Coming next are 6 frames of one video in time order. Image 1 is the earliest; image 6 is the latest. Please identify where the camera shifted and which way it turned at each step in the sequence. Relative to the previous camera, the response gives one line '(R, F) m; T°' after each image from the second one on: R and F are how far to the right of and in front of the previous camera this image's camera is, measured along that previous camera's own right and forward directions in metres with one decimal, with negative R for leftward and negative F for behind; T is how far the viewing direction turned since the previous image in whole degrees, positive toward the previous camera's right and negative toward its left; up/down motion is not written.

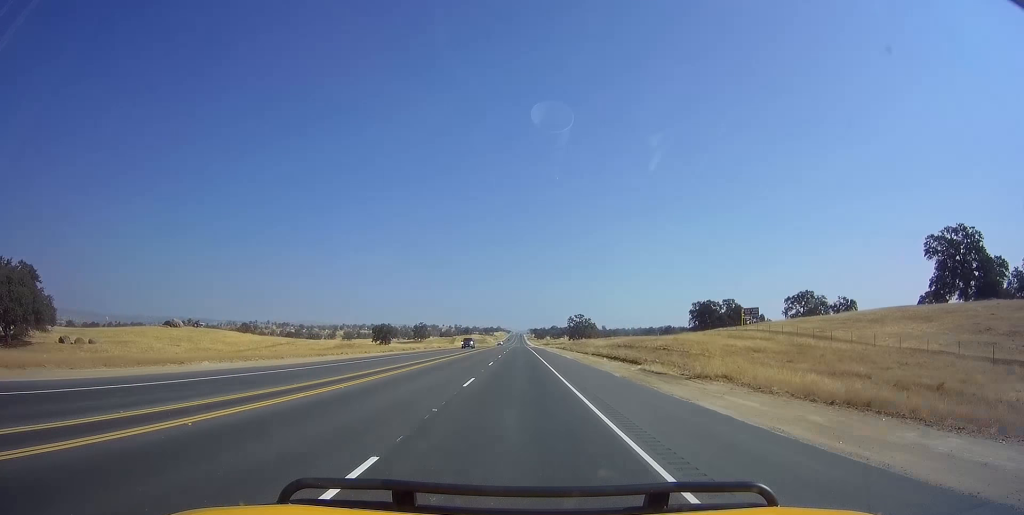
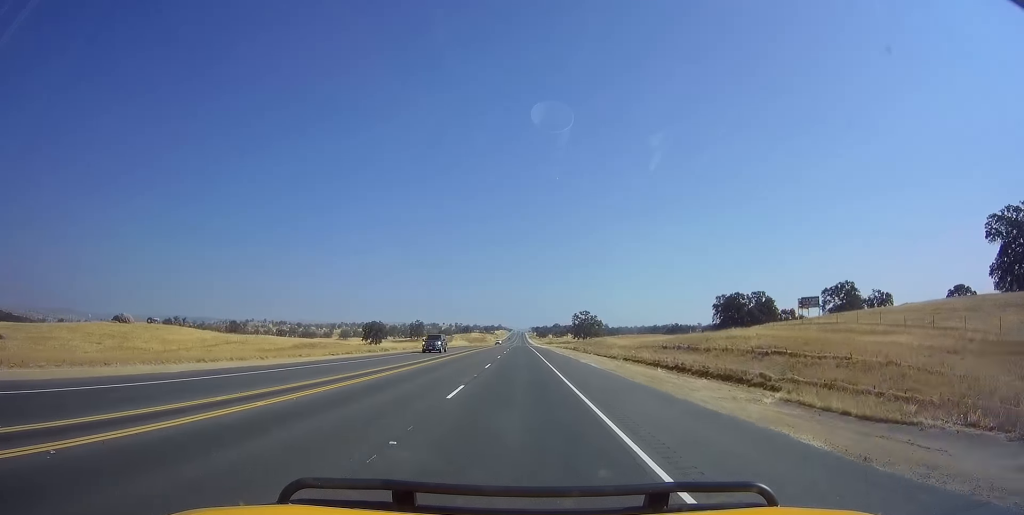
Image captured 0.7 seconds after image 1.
(-0.1, +18.4) m; 0°
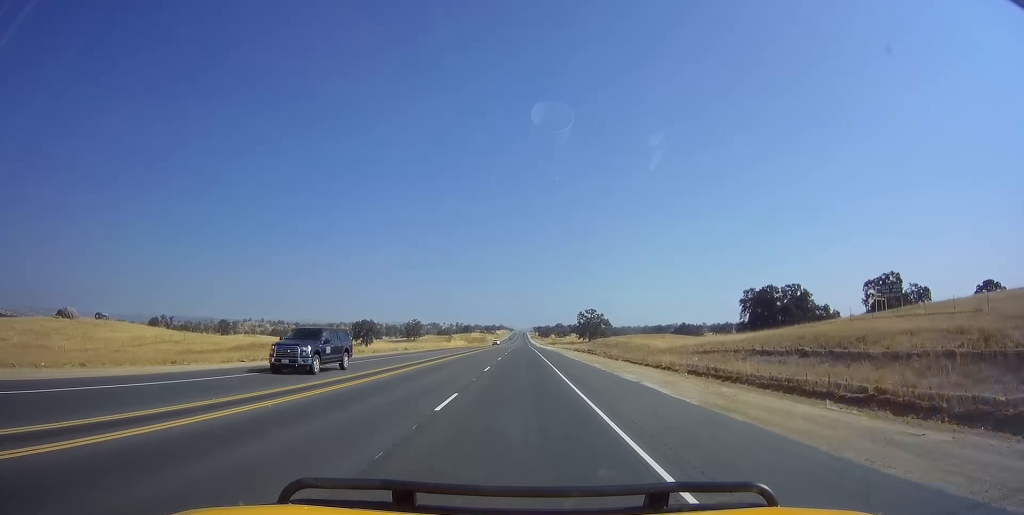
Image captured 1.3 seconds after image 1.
(0.0, +16.7) m; 0°
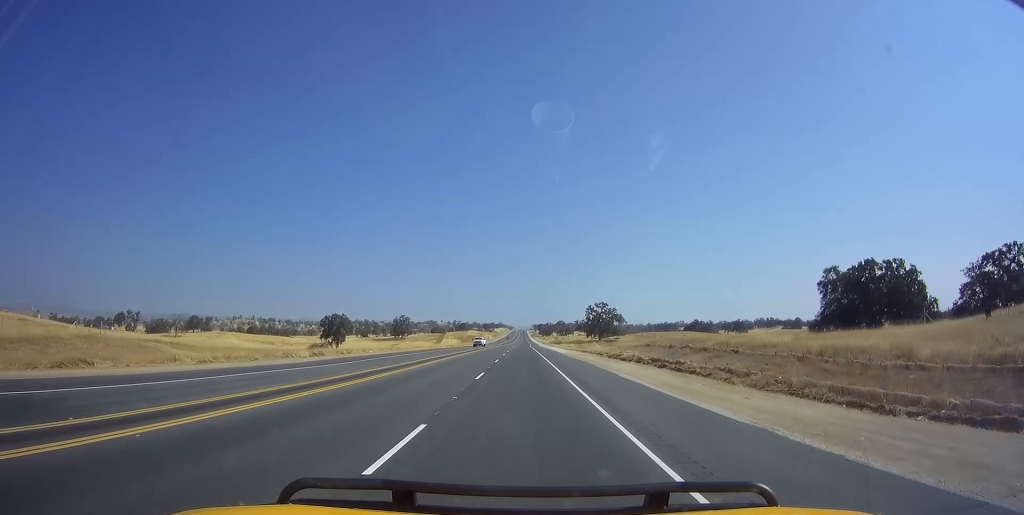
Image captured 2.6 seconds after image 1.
(0.0, +34.6) m; 0°
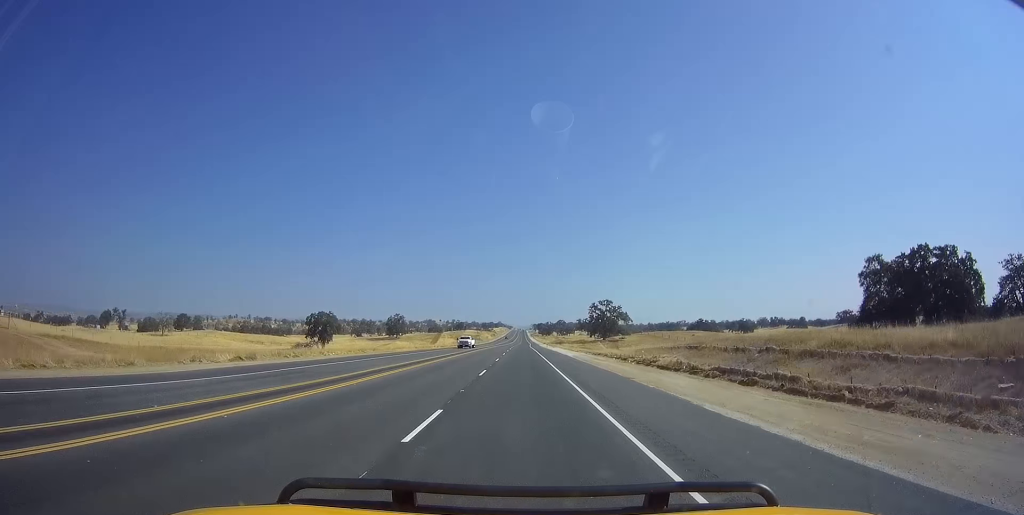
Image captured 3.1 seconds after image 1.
(0.0, +12.5) m; 0°
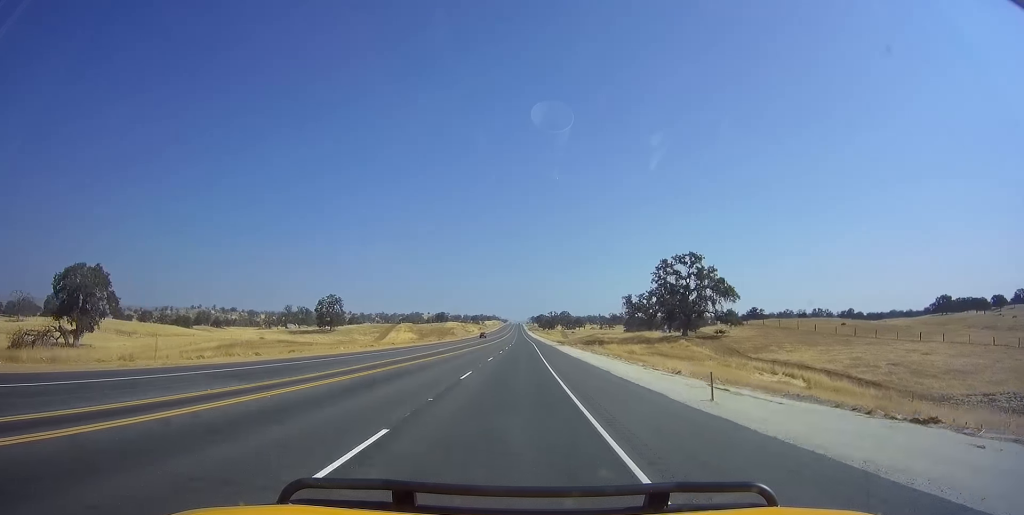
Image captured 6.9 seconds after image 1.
(0.0, +104.5) m; +1°
